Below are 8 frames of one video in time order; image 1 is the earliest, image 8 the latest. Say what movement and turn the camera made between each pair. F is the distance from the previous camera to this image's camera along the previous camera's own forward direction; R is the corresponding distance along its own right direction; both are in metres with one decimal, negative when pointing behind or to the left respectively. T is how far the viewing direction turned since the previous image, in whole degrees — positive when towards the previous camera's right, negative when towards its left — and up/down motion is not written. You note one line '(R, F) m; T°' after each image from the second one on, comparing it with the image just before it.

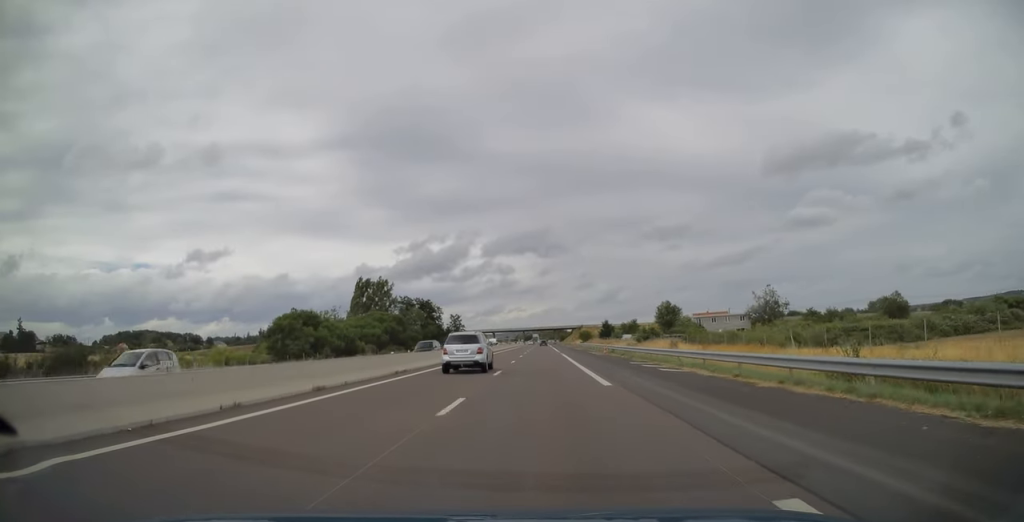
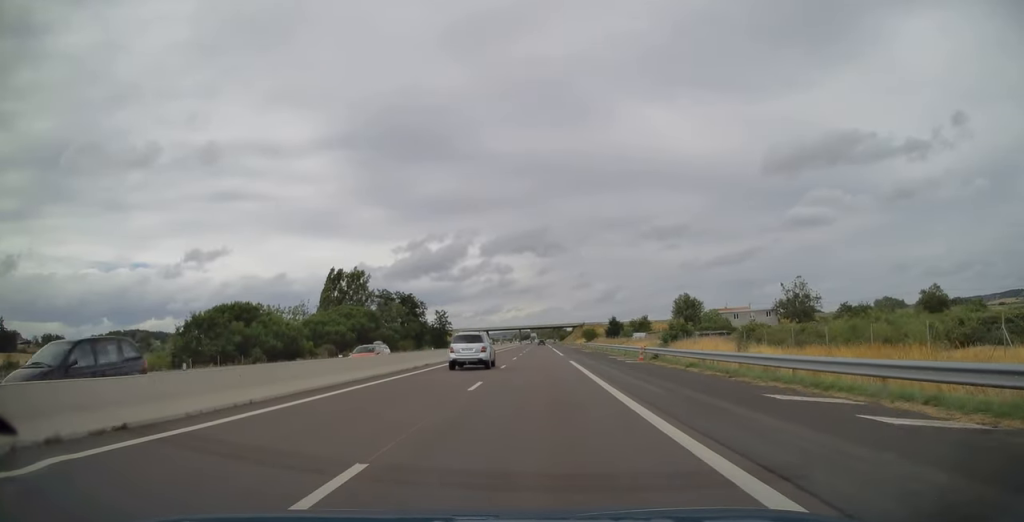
(0.0, +20.5) m; 0°
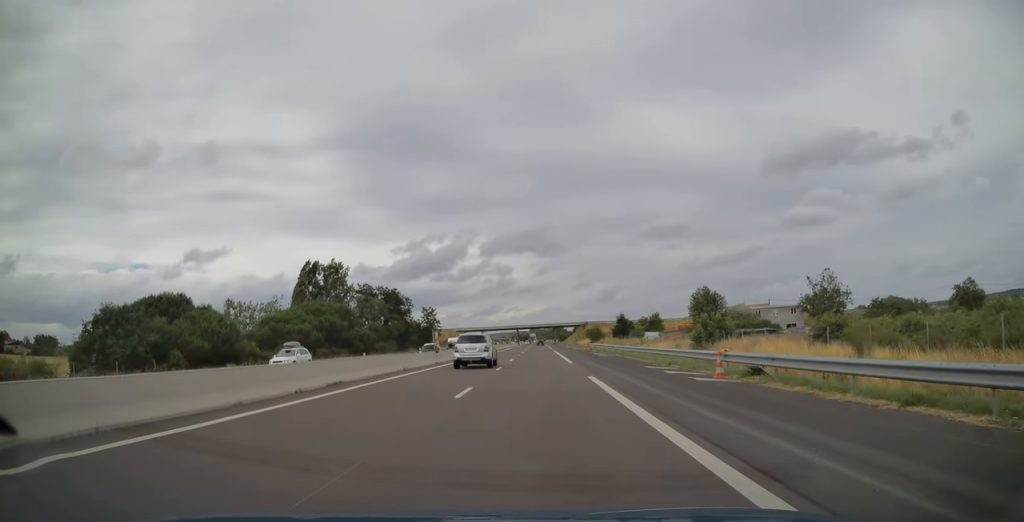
(0.0, +15.0) m; 0°
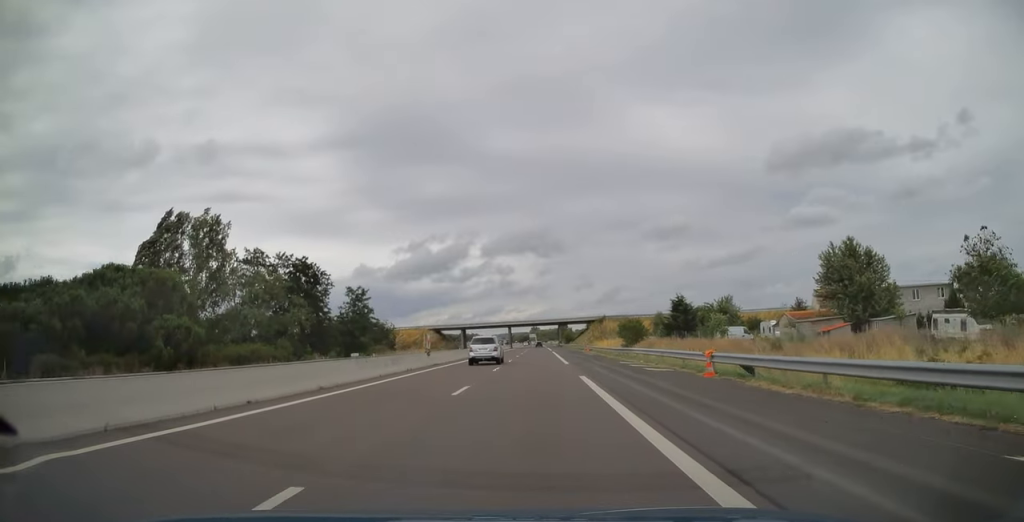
(+0.2, +51.1) m; 0°
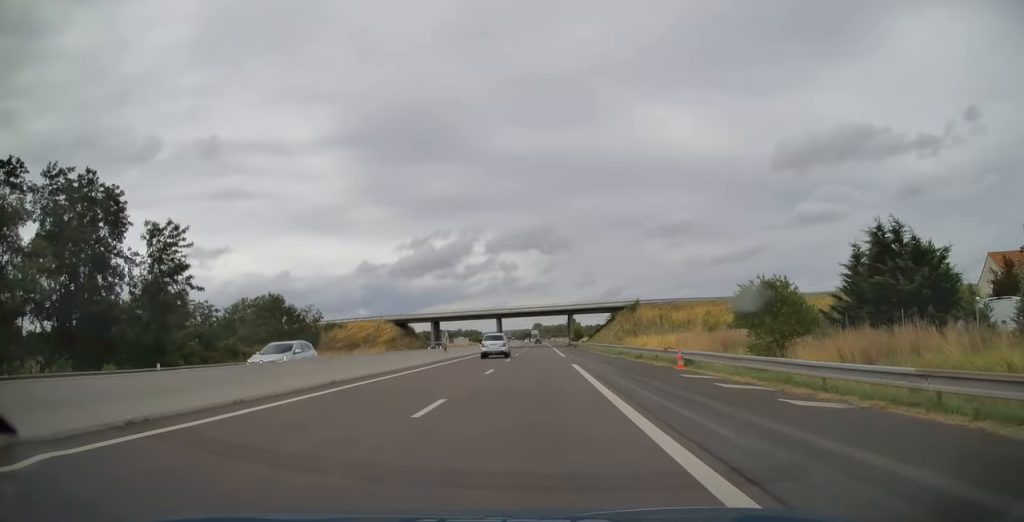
(0.0, +44.2) m; 0°
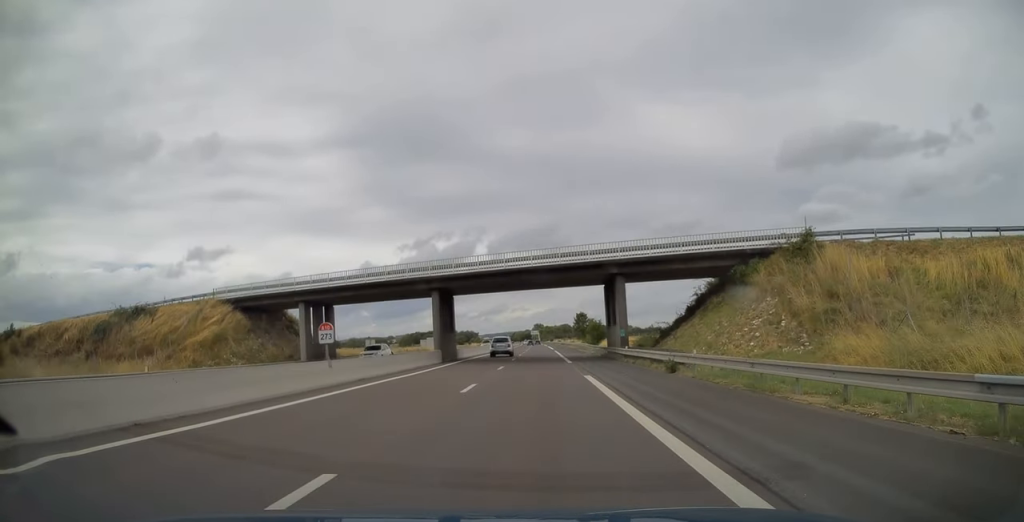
(-0.1, +59.5) m; 0°
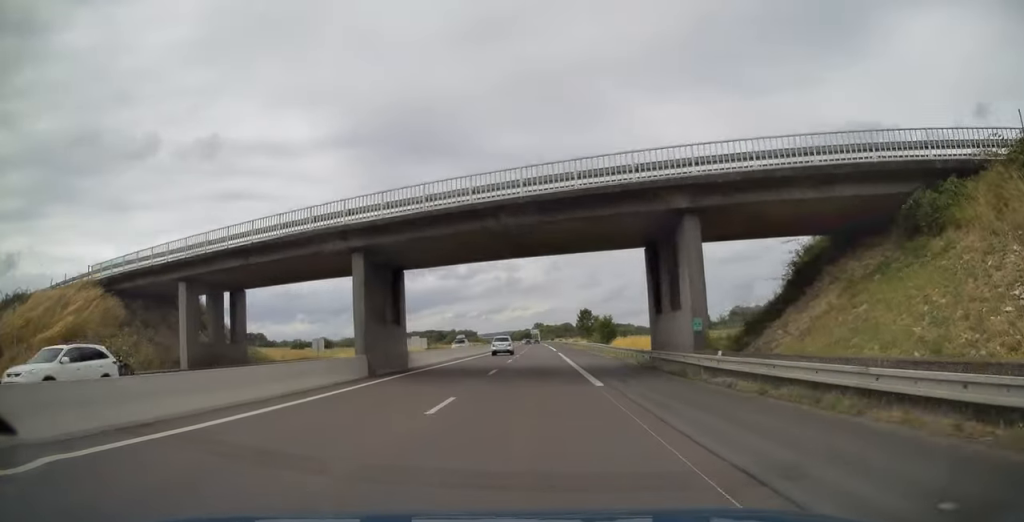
(0.0, +17.7) m; 0°
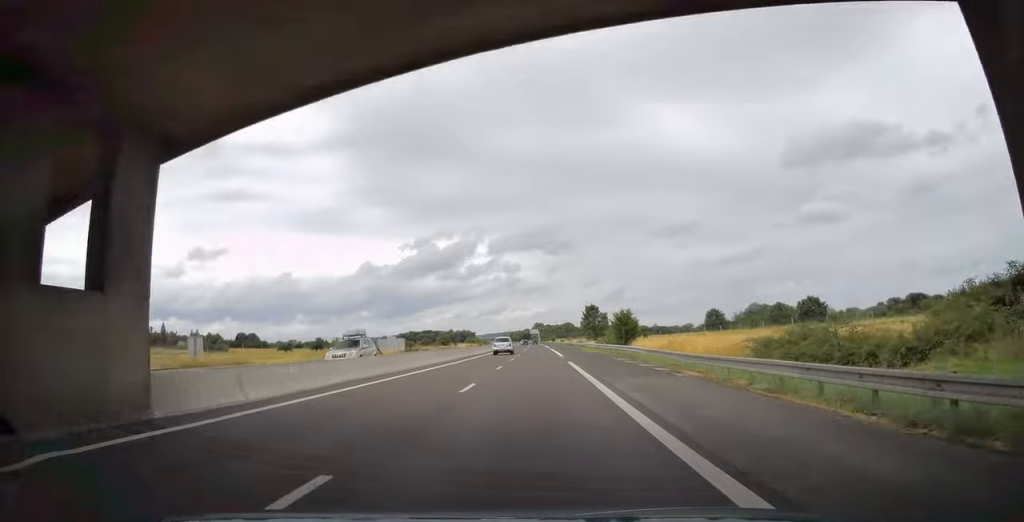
(0.0, +21.5) m; 0°
